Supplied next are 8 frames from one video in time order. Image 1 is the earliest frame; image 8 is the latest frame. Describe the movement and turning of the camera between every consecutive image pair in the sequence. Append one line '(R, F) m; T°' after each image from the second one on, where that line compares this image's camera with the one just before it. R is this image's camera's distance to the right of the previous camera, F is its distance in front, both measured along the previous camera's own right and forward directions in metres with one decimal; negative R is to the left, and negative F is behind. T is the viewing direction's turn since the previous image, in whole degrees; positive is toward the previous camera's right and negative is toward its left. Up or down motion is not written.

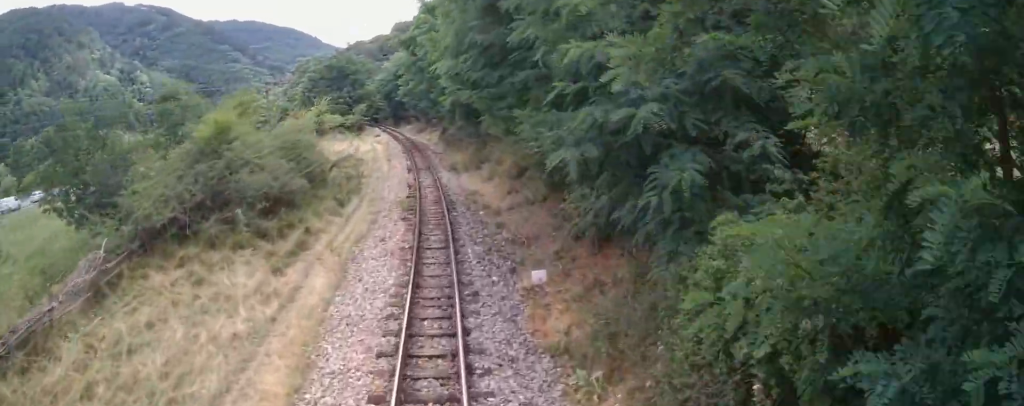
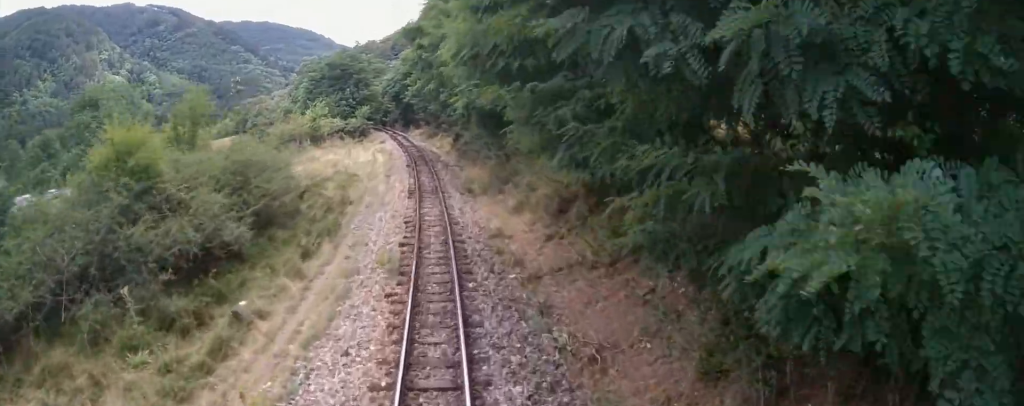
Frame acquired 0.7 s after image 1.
(-0.8, +7.3) m; -6°
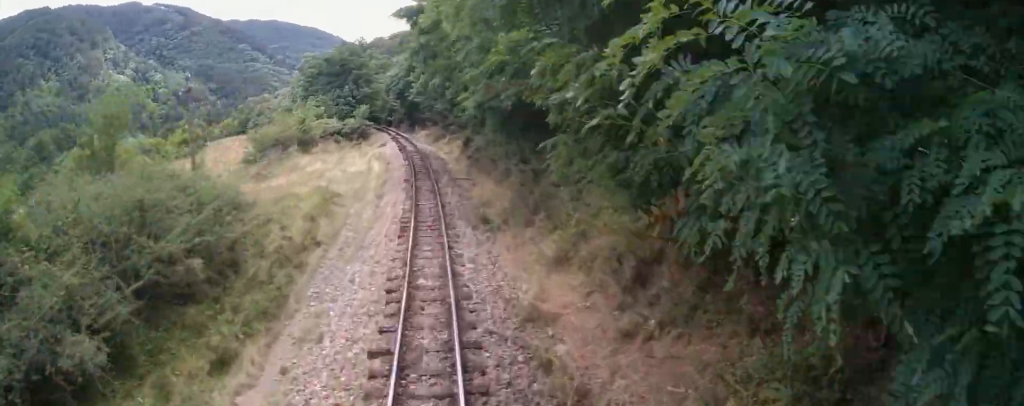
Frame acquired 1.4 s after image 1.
(0.0, +6.9) m; 0°
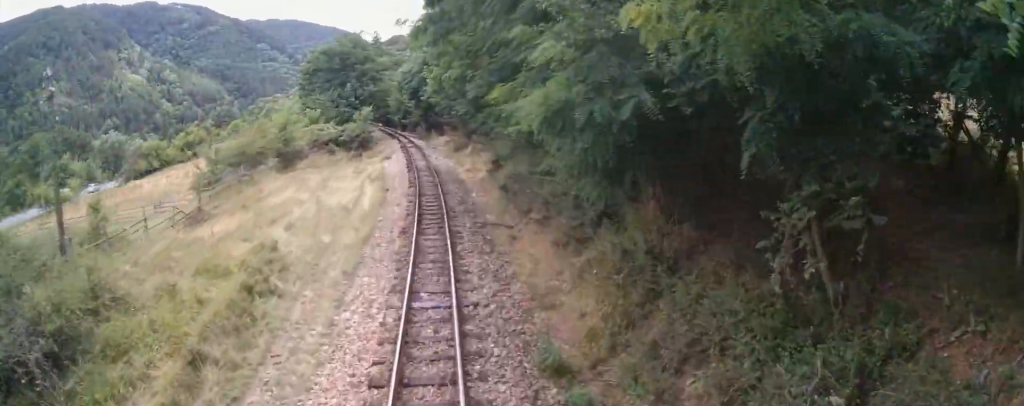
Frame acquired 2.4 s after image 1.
(-0.1, +9.4) m; -2°
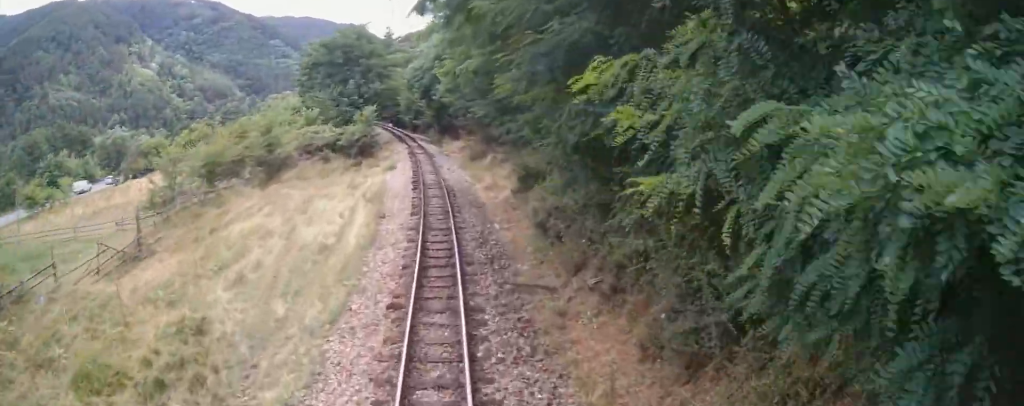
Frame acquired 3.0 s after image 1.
(-0.1, +5.1) m; 0°
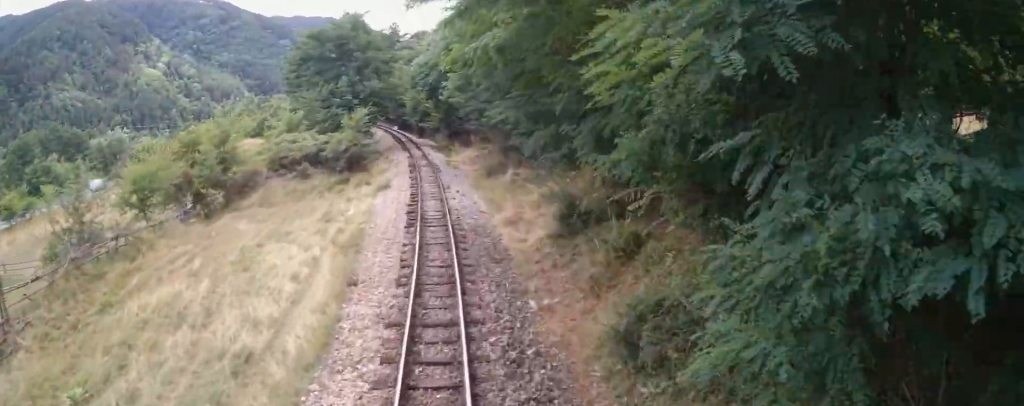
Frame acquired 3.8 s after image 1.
(-0.1, +6.2) m; 0°
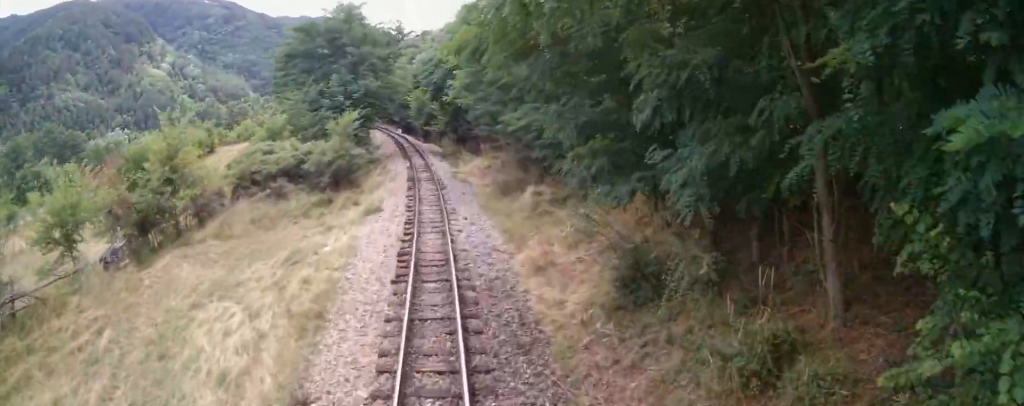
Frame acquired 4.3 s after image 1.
(+0.1, +4.5) m; 0°
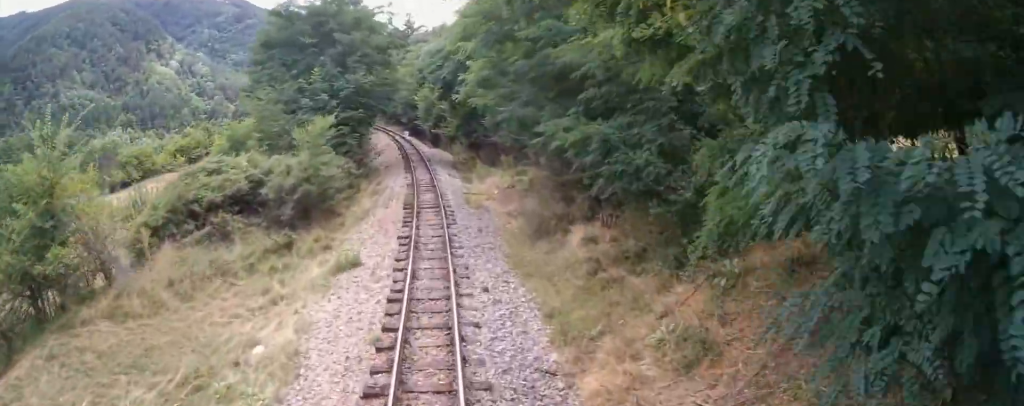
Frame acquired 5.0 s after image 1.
(0.0, +6.3) m; -1°
